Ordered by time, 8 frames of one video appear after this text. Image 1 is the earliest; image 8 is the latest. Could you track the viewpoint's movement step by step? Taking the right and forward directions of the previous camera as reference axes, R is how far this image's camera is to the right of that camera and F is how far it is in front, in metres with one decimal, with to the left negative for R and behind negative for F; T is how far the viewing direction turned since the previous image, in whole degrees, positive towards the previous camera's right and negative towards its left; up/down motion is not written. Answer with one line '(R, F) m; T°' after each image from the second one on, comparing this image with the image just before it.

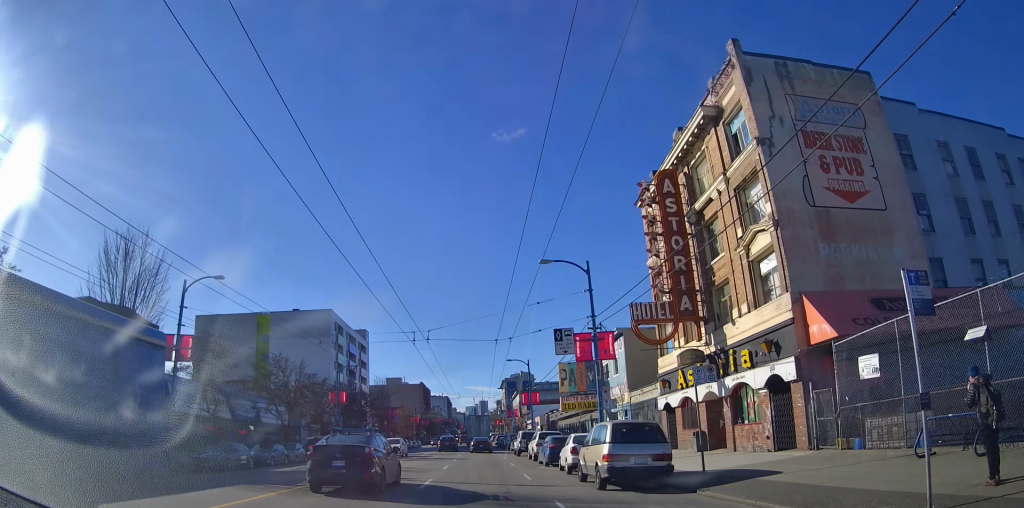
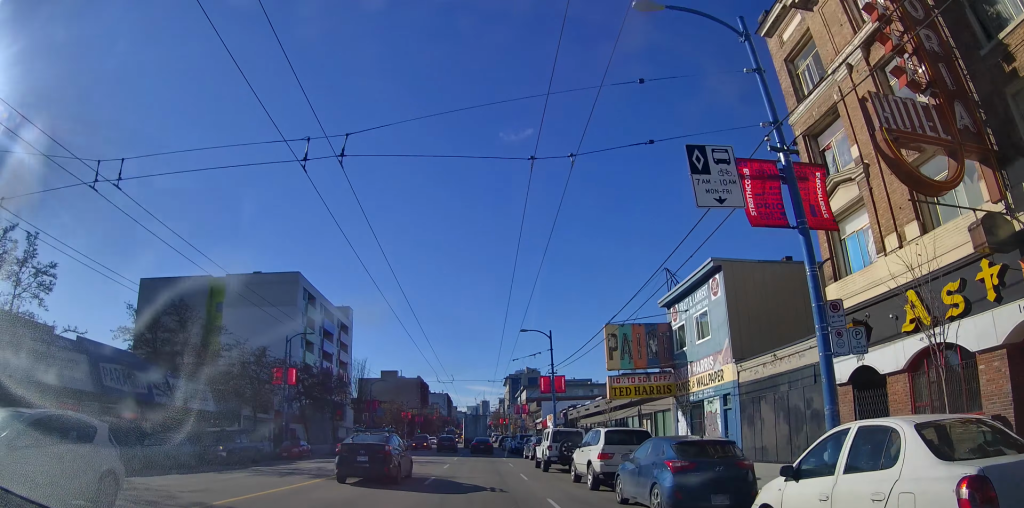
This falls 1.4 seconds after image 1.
(0.0, +17.9) m; 0°
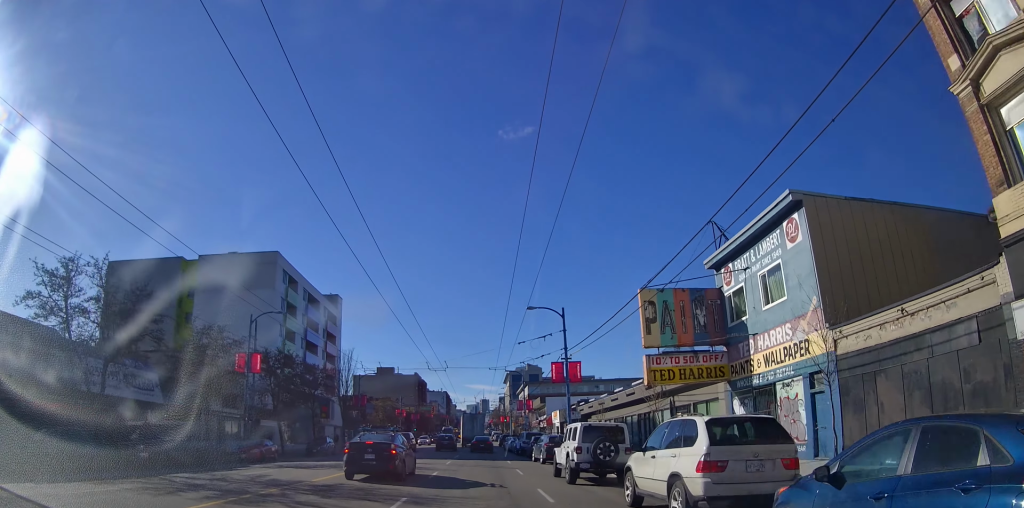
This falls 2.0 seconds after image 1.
(0.0, +6.9) m; 0°
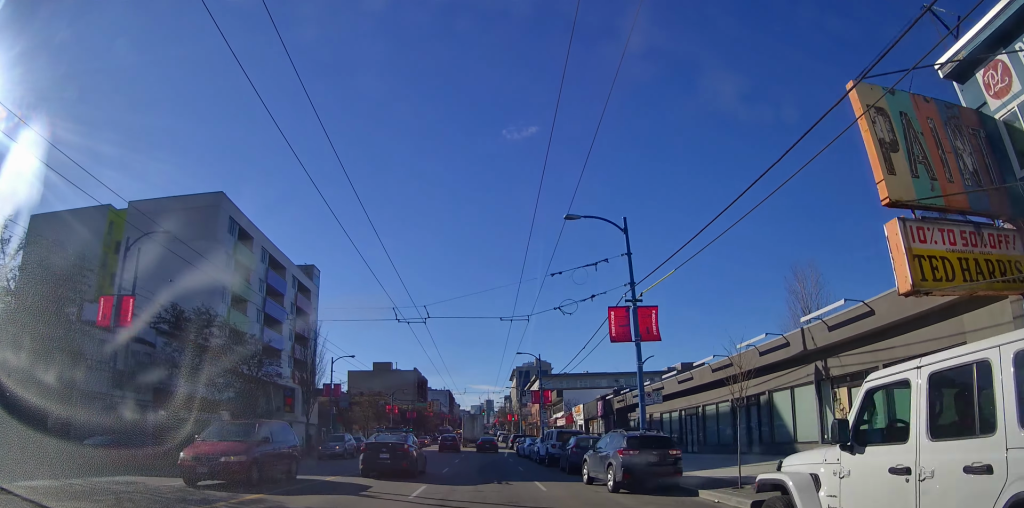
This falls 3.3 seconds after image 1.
(+0.1, +12.9) m; +3°
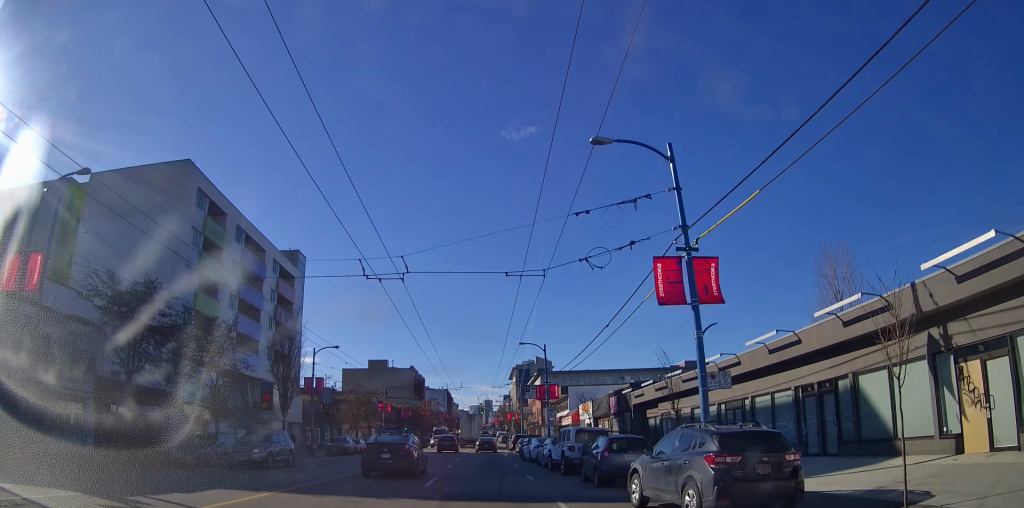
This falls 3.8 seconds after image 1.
(+0.2, +5.4) m; 0°
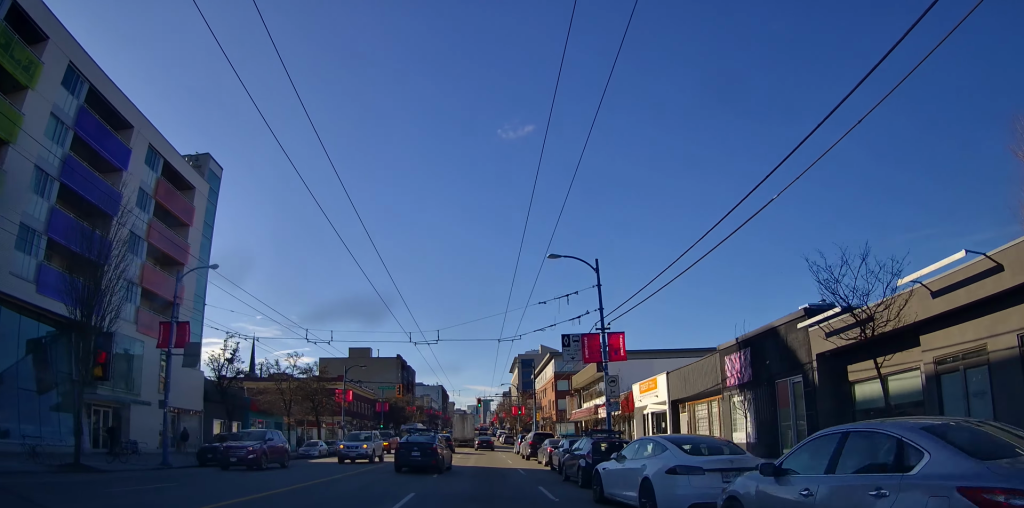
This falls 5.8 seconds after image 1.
(+0.1, +25.1) m; 0°
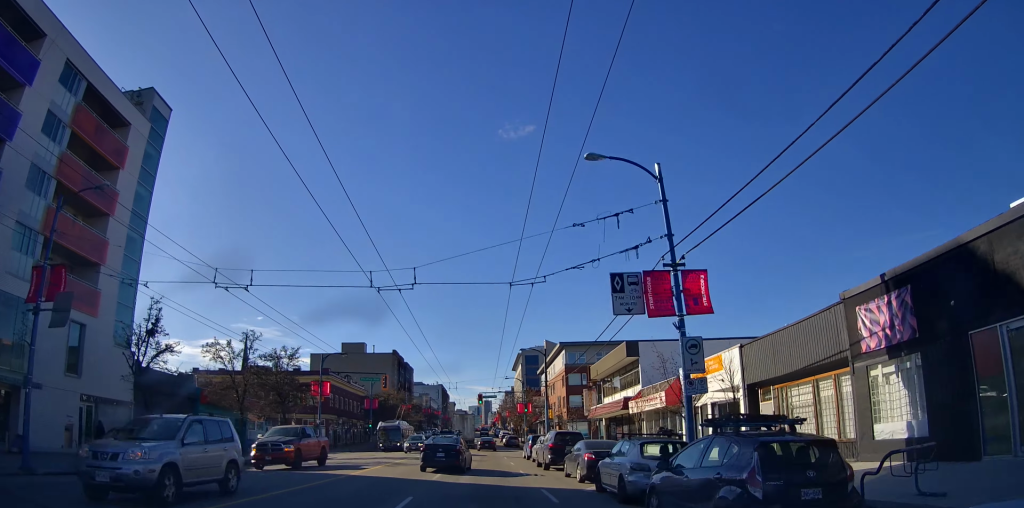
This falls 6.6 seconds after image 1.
(-0.1, +10.1) m; -1°
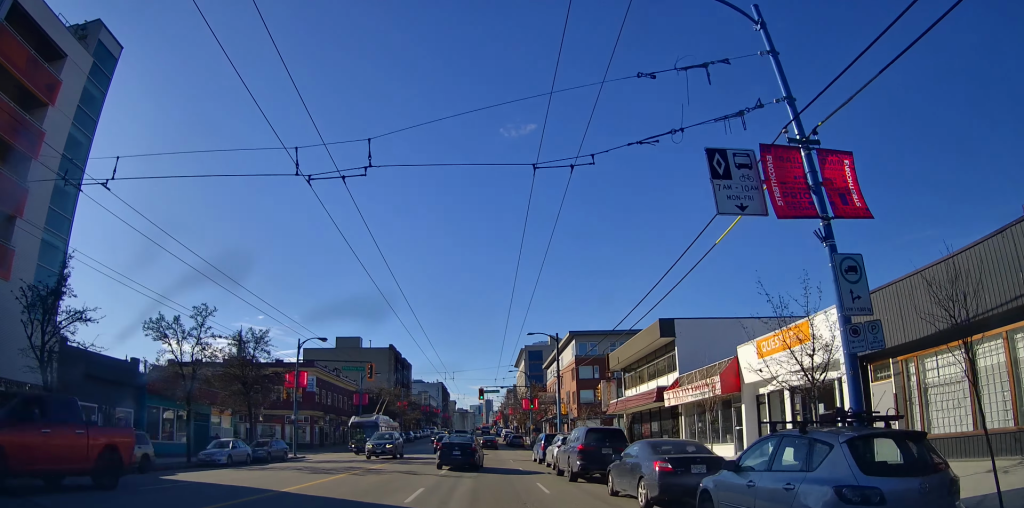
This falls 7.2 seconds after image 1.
(-0.2, +7.6) m; -1°
